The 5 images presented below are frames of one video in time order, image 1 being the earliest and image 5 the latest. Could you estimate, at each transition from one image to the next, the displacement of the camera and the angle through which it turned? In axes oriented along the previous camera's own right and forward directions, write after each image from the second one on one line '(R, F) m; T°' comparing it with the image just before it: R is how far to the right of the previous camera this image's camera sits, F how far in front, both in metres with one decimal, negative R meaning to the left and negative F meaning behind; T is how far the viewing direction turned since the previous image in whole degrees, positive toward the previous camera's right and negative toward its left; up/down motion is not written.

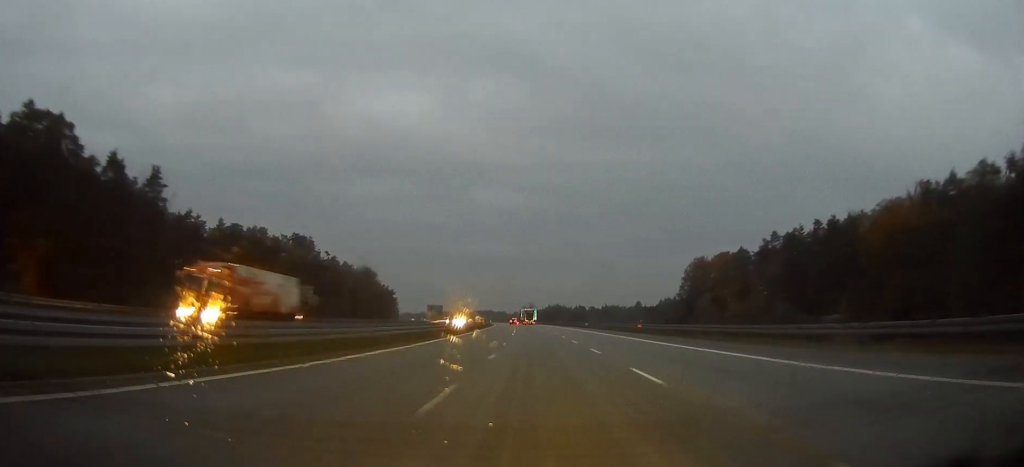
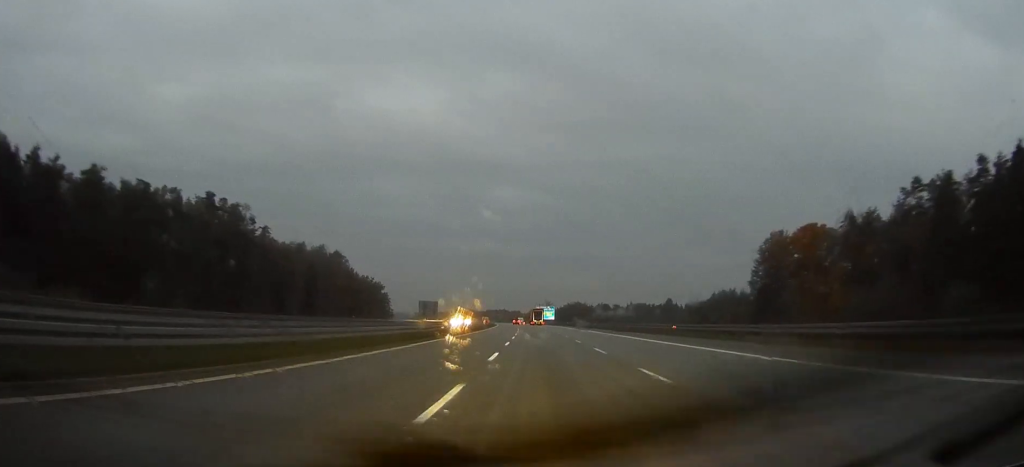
(-0.6, +60.2) m; -1°
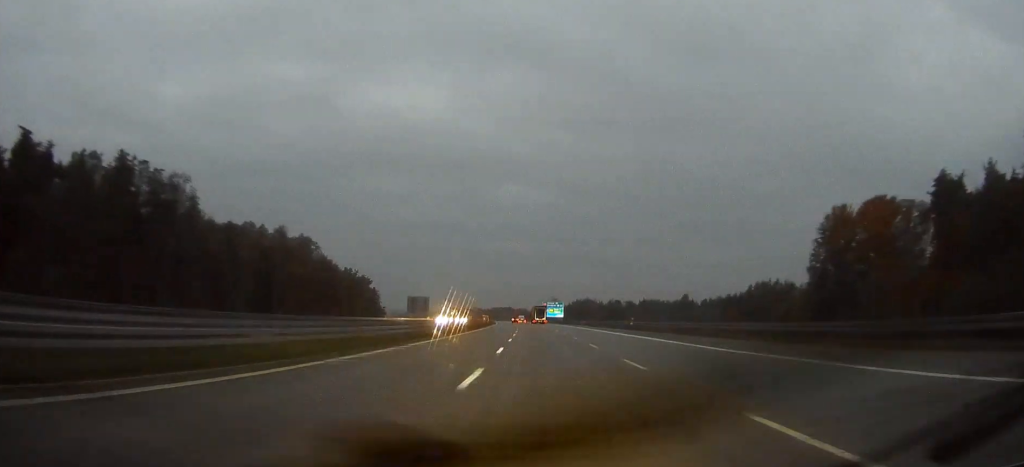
(-0.3, +32.6) m; 0°
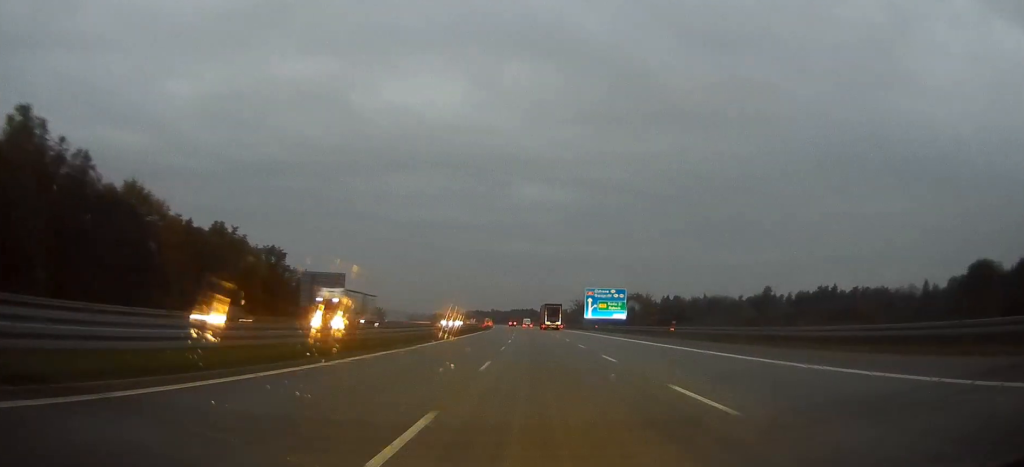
(-1.9, +115.5) m; -2°
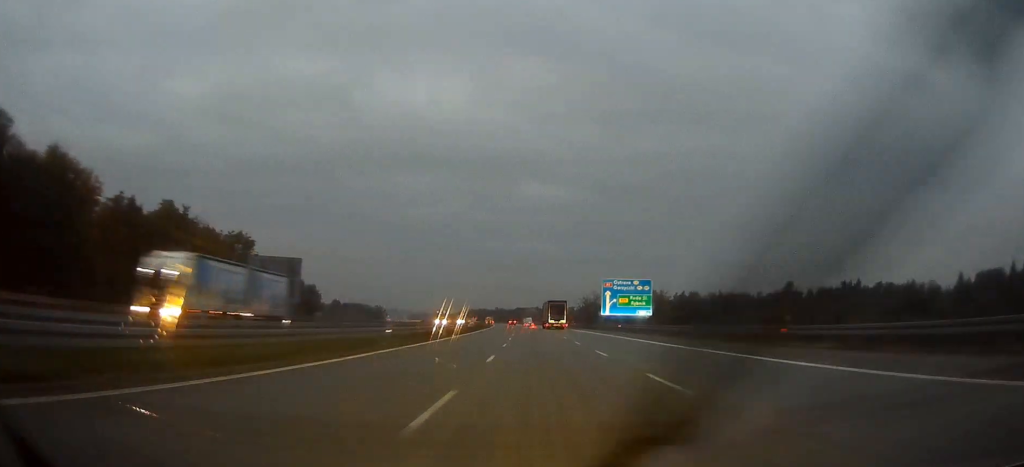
(0.0, +21.5) m; 0°
